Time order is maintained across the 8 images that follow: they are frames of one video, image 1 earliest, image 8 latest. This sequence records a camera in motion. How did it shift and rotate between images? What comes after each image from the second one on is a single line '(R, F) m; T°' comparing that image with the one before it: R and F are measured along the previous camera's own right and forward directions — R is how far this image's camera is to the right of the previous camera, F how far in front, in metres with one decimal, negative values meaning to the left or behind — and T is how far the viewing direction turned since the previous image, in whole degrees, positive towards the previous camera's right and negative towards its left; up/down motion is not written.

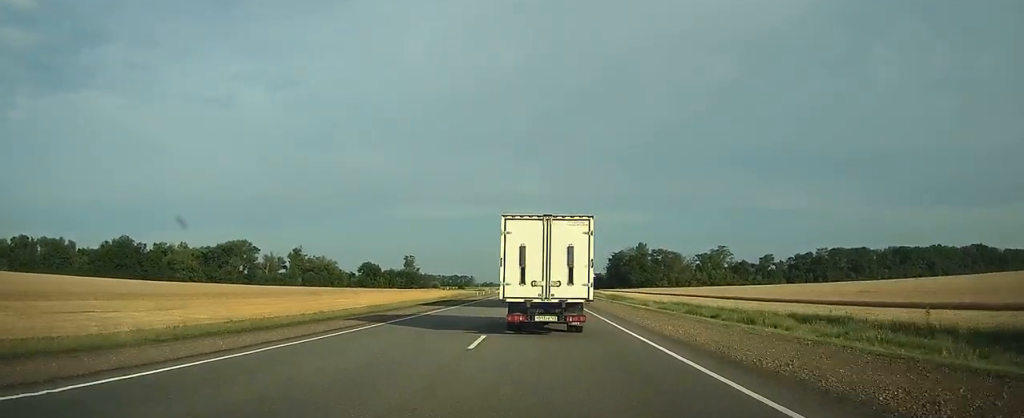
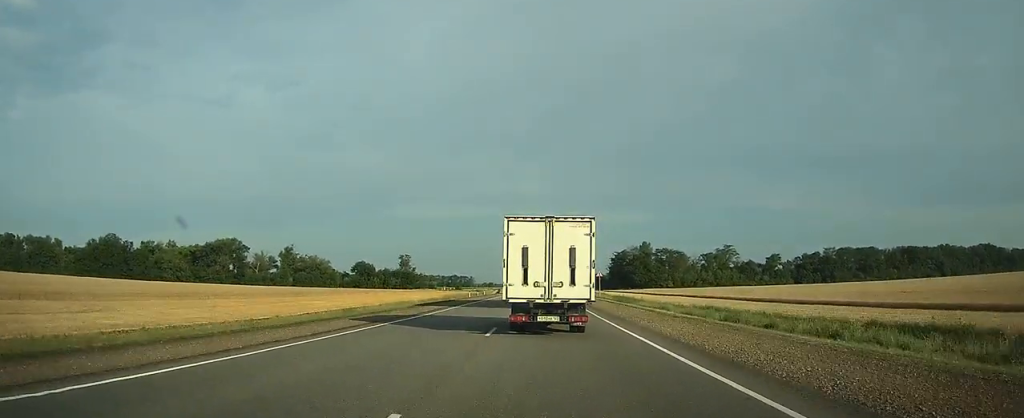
(0.0, +9.2) m; 0°
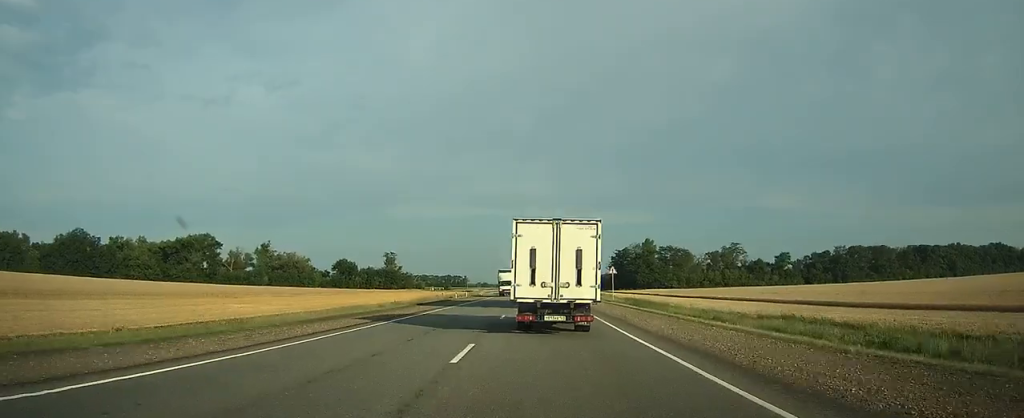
(0.0, +17.4) m; 0°
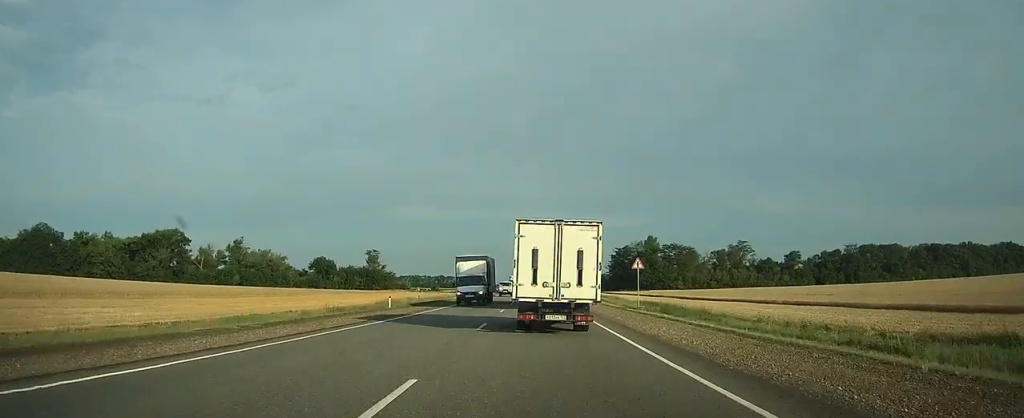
(0.0, +17.0) m; 0°
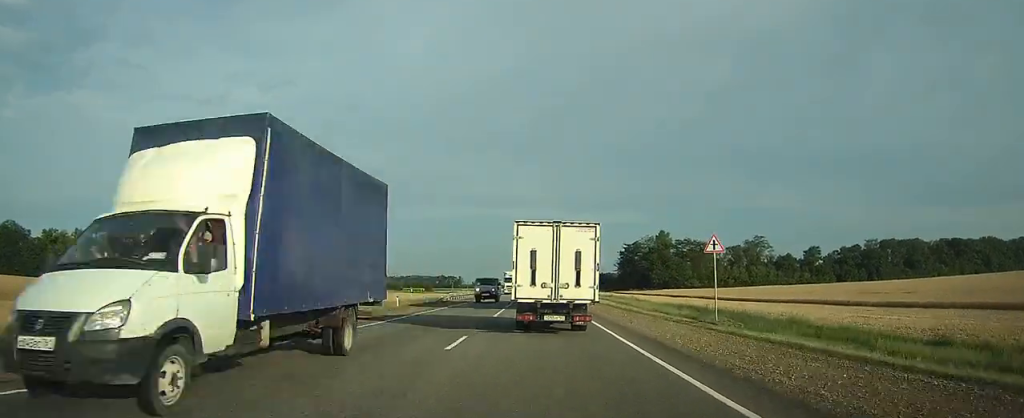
(0.0, +16.5) m; 0°
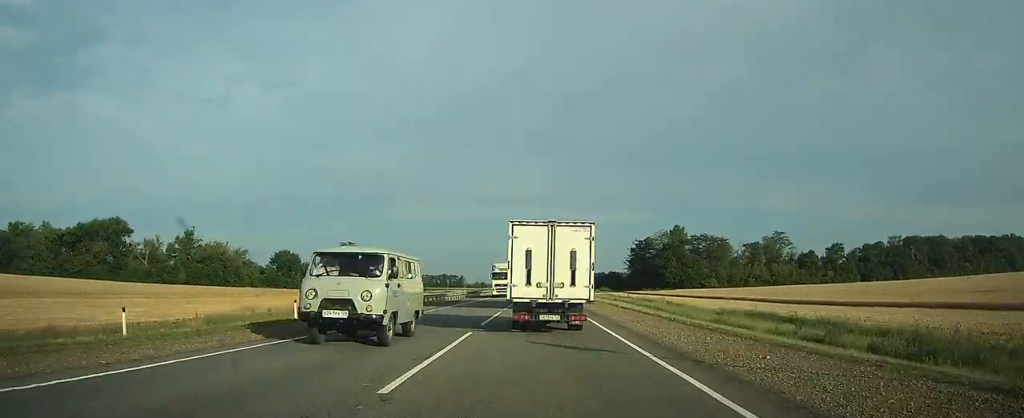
(0.0, +15.7) m; 0°
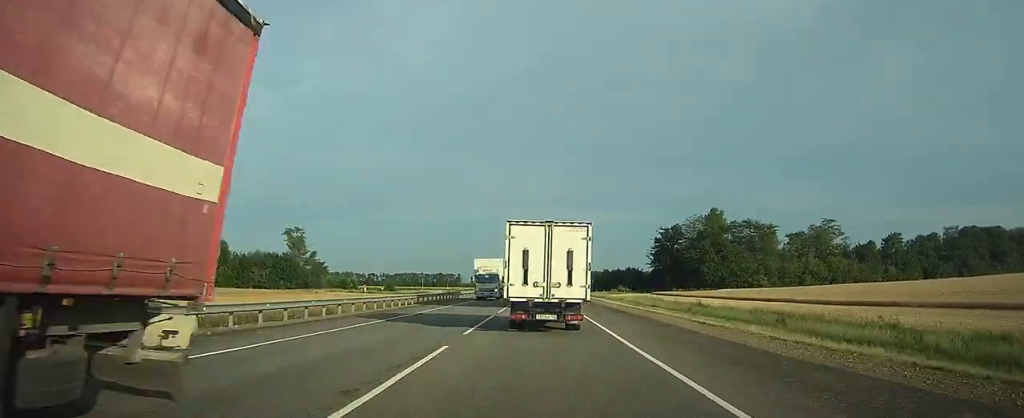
(+0.1, +34.3) m; 0°
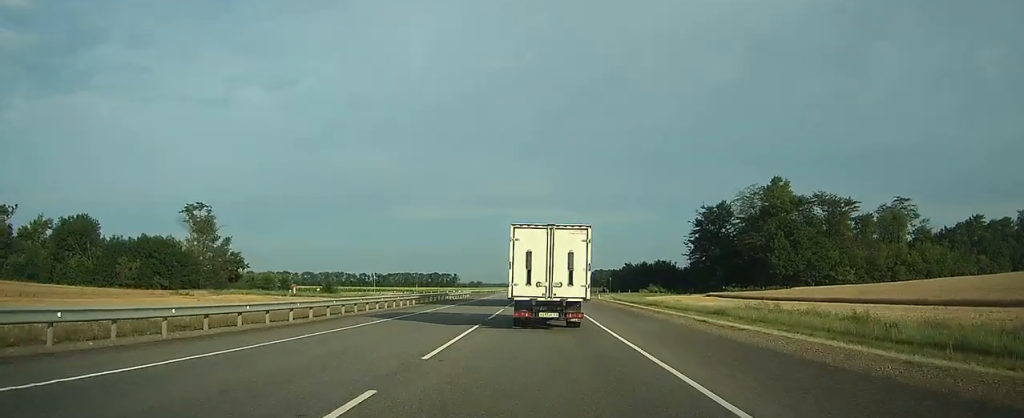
(-0.2, +38.3) m; 0°
